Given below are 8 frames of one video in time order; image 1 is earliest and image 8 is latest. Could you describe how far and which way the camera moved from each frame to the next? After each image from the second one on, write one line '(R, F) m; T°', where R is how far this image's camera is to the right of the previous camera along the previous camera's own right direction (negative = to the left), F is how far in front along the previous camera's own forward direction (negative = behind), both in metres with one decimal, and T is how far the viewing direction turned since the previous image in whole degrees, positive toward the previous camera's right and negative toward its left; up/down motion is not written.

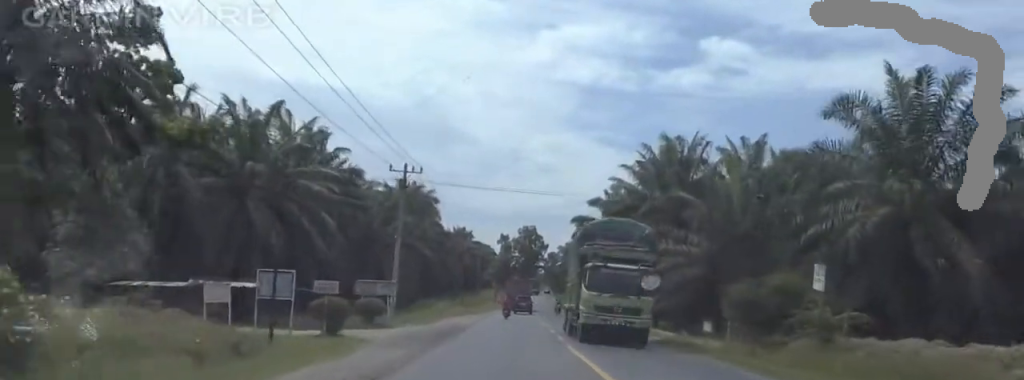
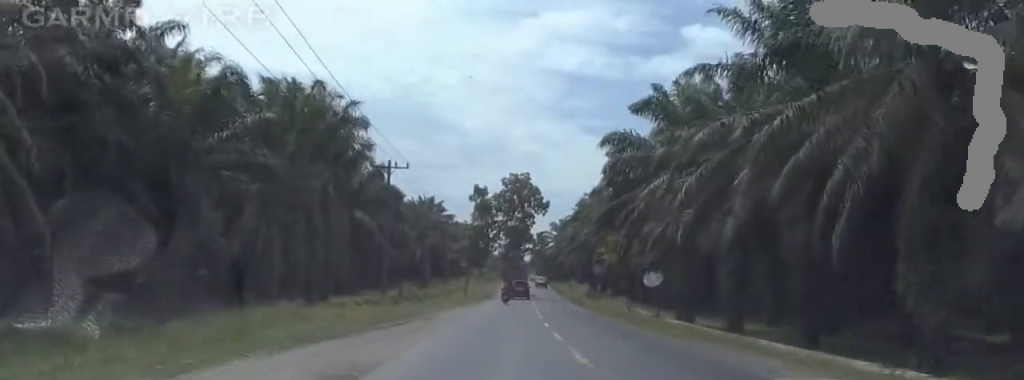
(-1.6, +47.9) m; -3°
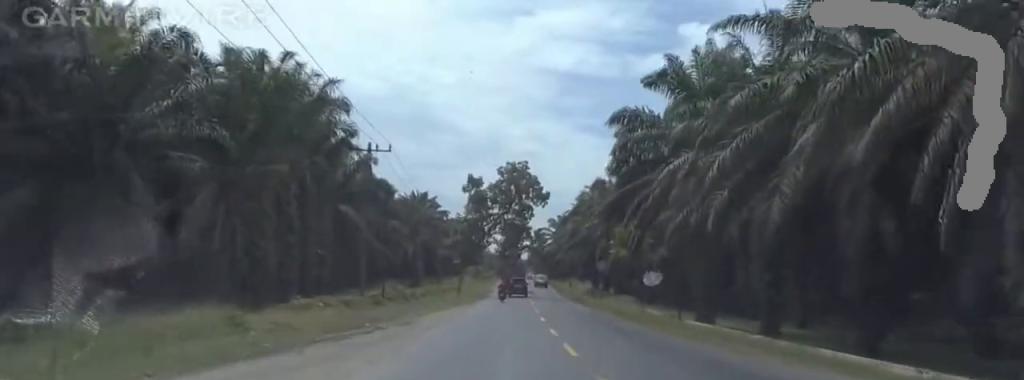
(0.0, +6.6) m; 0°
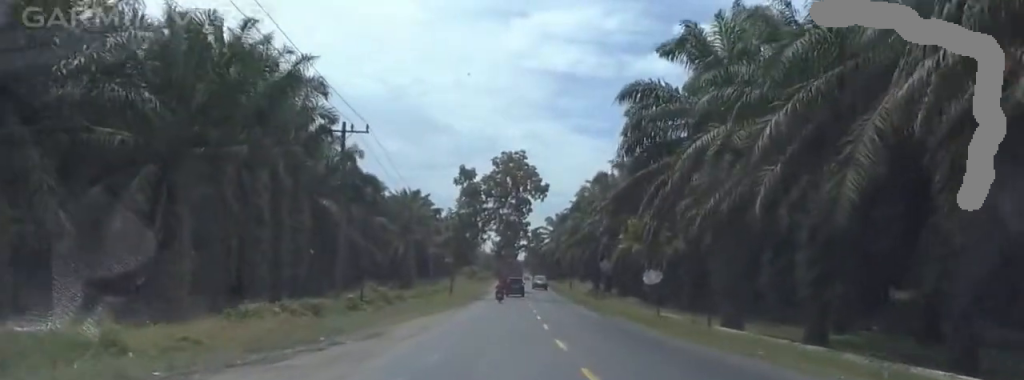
(0.0, +6.6) m; 0°
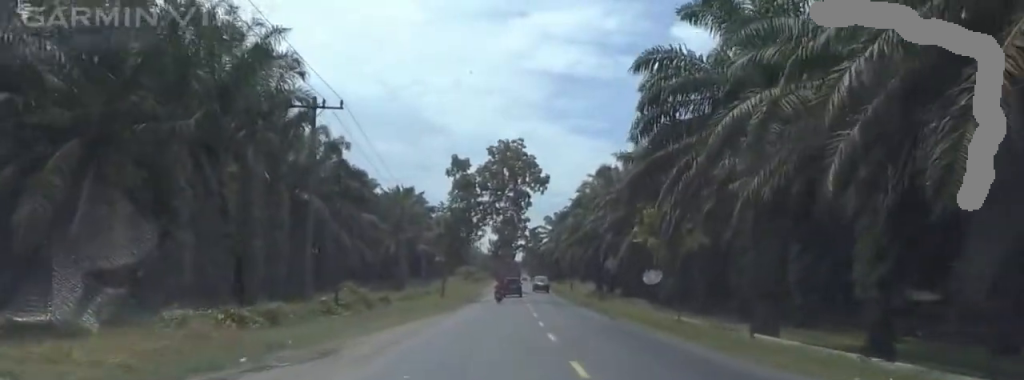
(0.0, +6.0) m; 0°
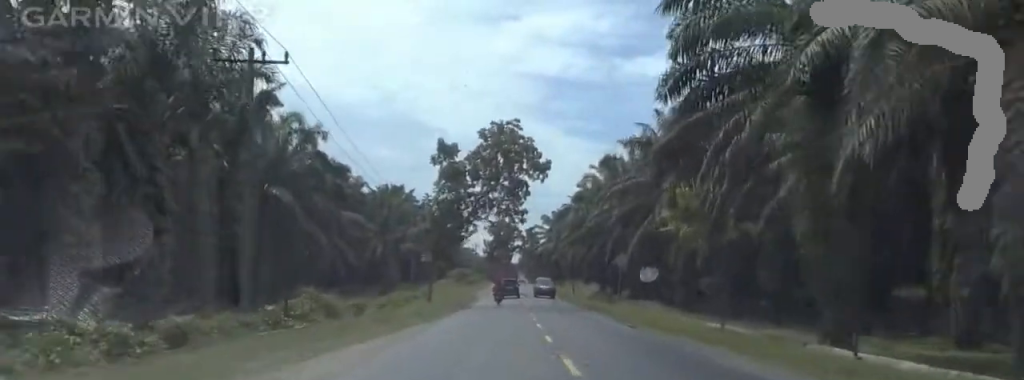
(-0.1, +8.3) m; +1°
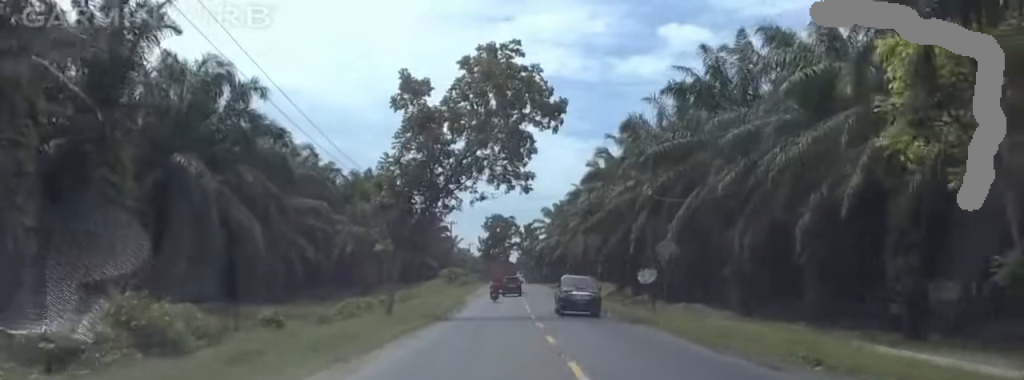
(+0.8, +18.3) m; +2°
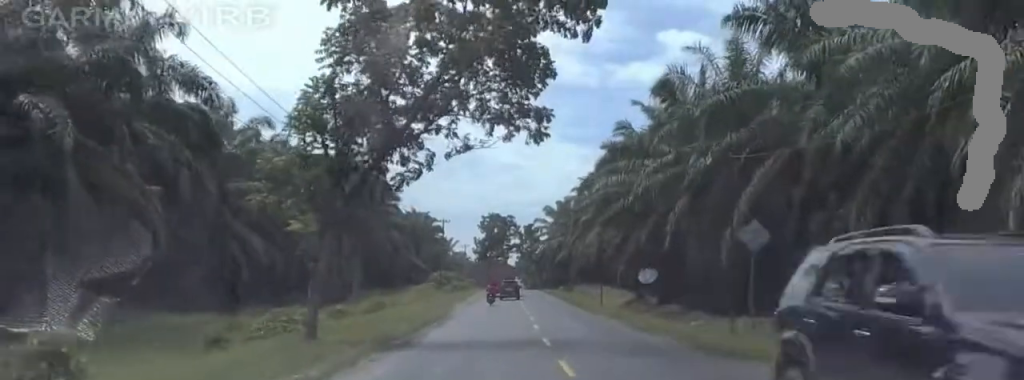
(-0.4, +15.5) m; 0°
